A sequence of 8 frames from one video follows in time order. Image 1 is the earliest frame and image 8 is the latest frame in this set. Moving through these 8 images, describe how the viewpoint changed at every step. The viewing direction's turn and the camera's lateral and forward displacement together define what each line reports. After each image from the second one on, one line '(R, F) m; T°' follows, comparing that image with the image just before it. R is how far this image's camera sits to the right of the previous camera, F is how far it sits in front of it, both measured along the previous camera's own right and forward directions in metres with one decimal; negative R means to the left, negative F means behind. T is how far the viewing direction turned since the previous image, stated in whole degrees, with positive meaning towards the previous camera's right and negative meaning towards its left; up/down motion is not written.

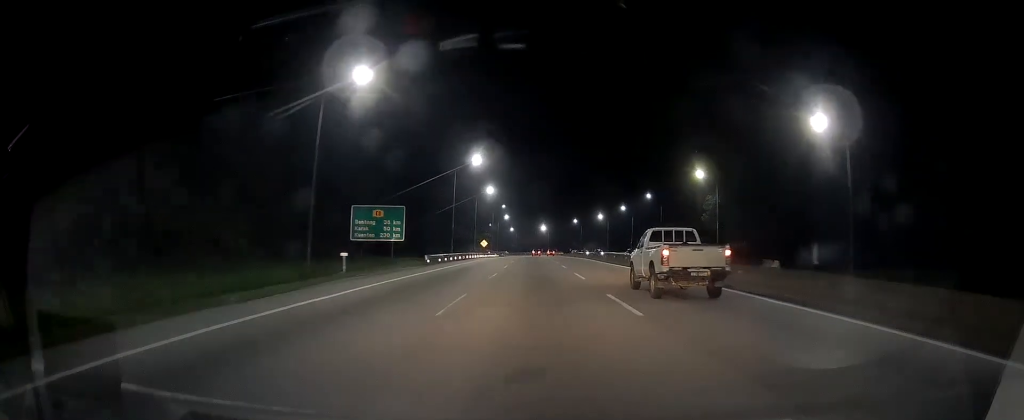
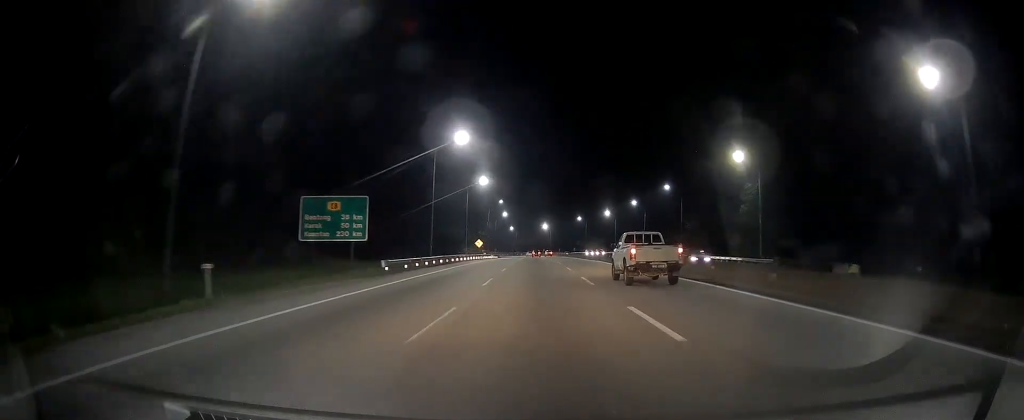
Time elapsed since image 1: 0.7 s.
(+0.2, +15.0) m; 0°
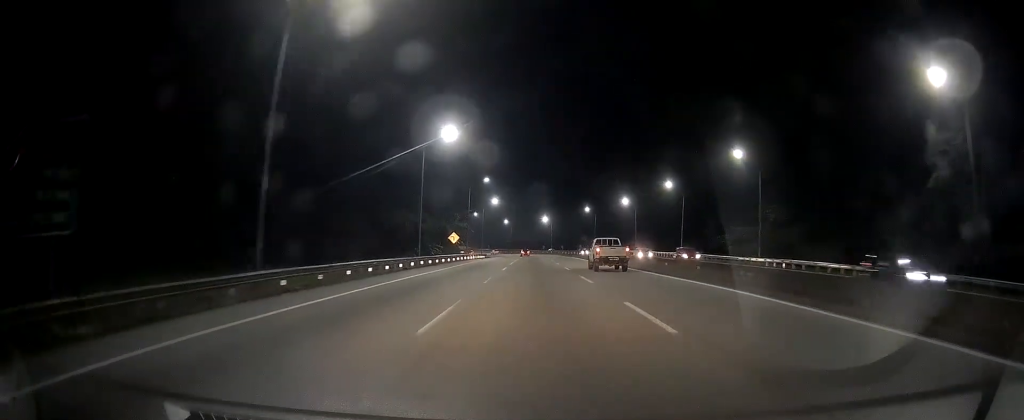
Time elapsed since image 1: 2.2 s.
(-0.6, +35.1) m; -1°
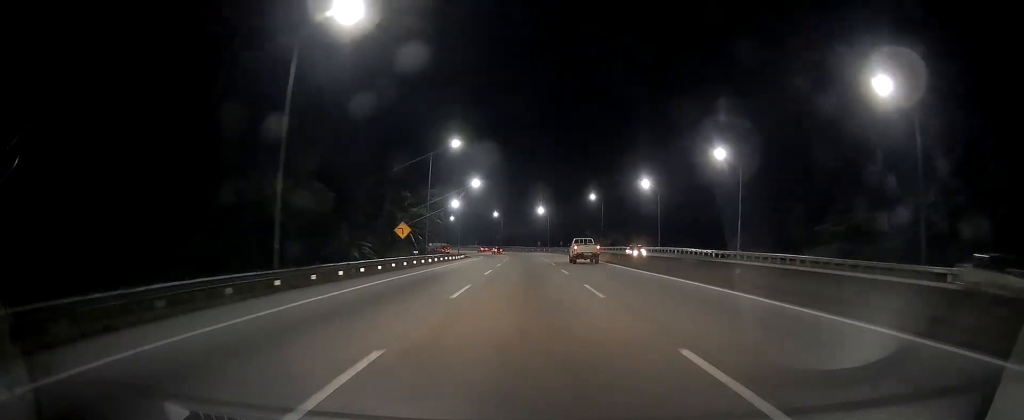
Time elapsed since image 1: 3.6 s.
(+0.3, +29.8) m; +1°
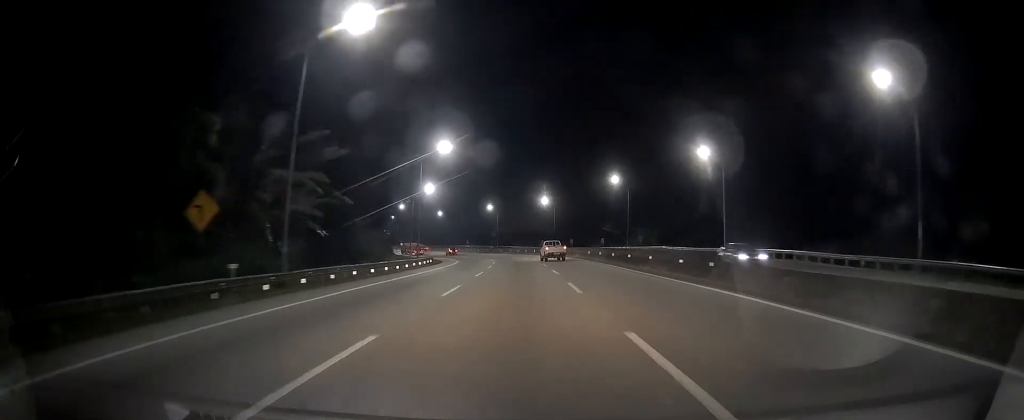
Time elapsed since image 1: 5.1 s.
(-0.1, +34.4) m; 0°
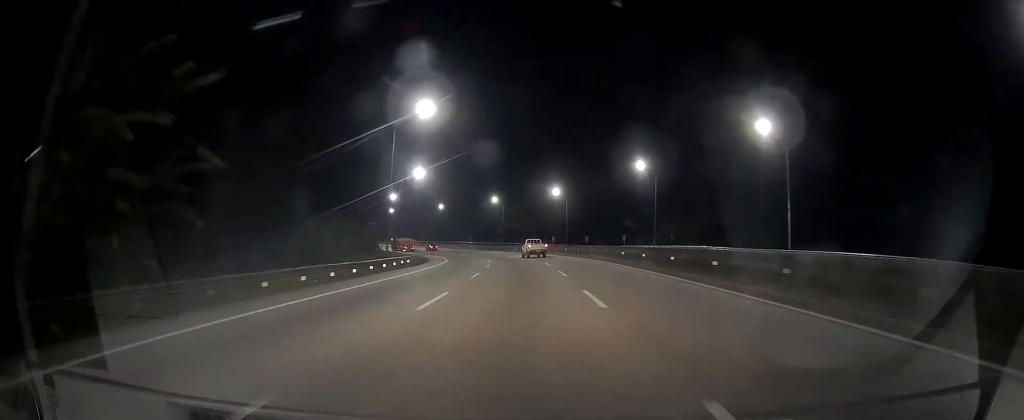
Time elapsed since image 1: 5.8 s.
(0.0, +15.8) m; 0°
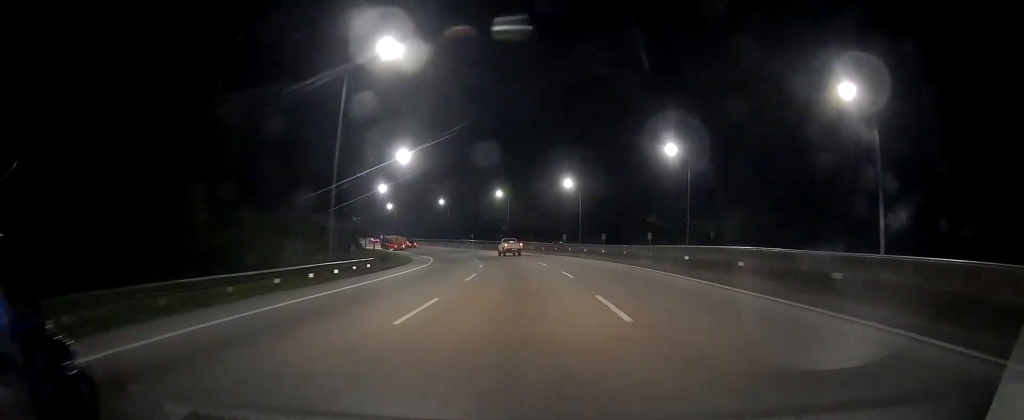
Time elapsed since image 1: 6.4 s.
(+0.1, +14.4) m; -1°
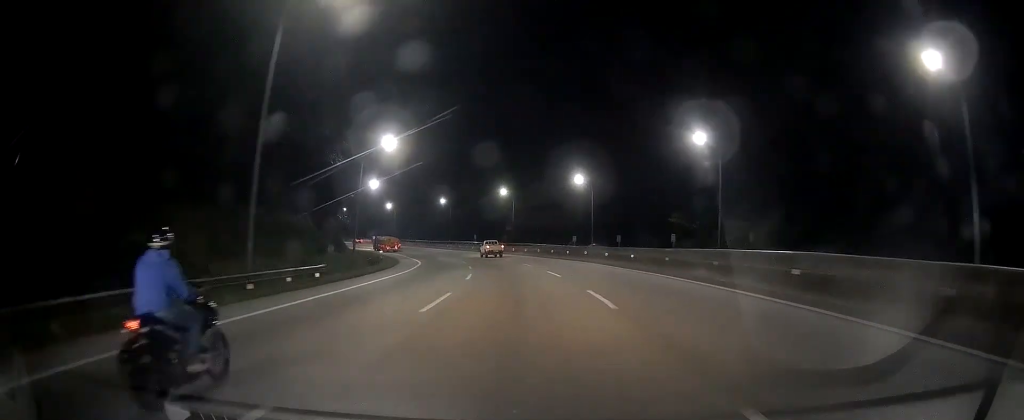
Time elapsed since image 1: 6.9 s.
(-0.2, +9.9) m; -1°
